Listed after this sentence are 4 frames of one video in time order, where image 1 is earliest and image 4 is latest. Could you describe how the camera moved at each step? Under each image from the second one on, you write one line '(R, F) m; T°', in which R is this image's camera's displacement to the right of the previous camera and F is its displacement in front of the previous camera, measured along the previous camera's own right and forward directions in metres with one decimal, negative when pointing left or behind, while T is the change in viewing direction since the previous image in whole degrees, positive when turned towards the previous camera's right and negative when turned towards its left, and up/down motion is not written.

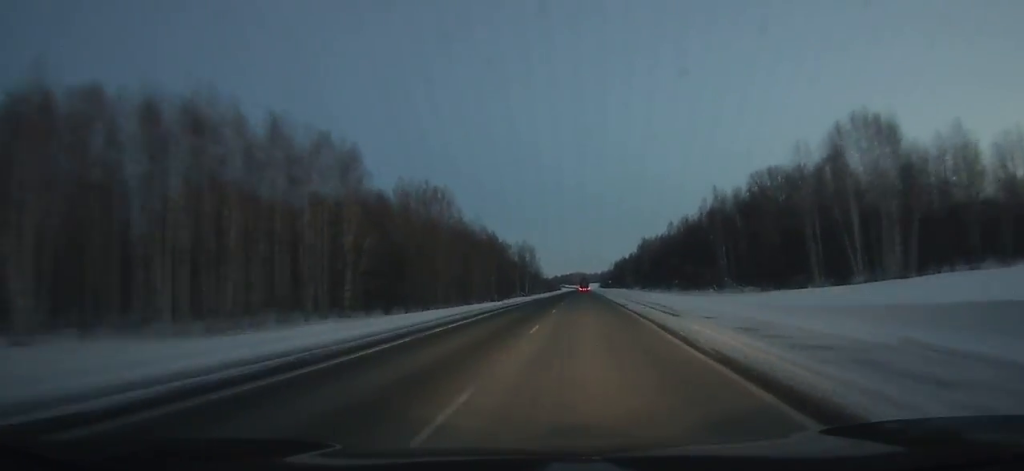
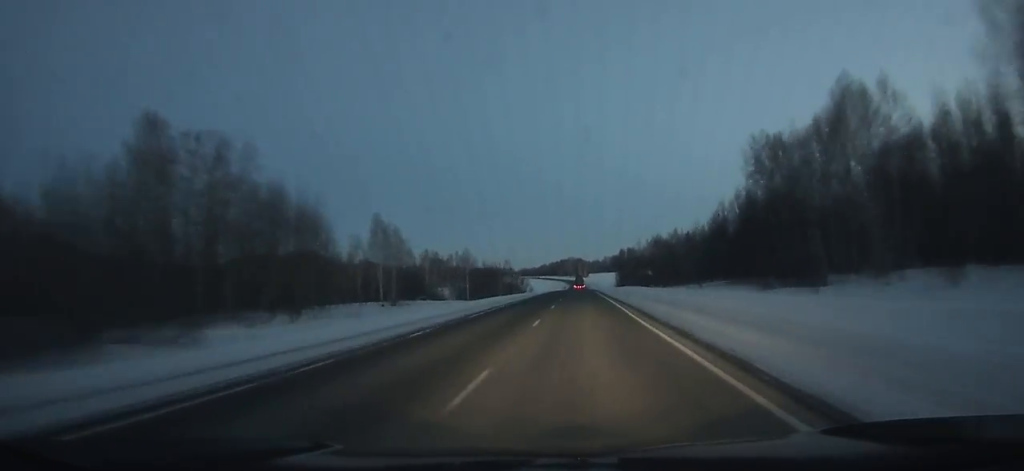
(+0.7, +340.6) m; 0°
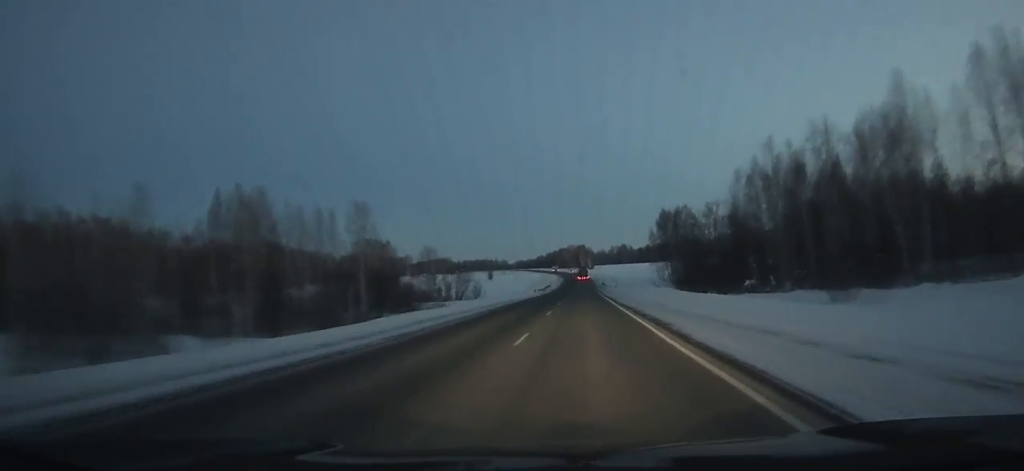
(-0.1, +150.7) m; 0°
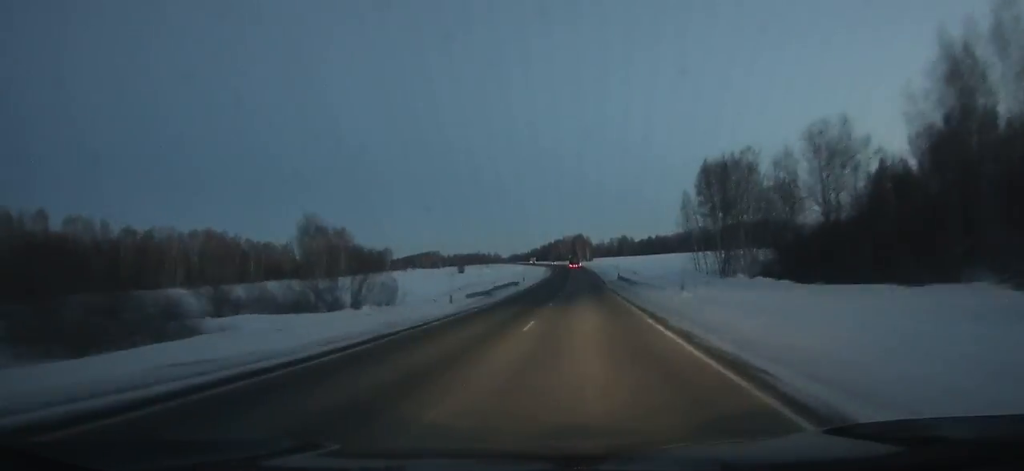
(+0.2, +57.1) m; 0°
